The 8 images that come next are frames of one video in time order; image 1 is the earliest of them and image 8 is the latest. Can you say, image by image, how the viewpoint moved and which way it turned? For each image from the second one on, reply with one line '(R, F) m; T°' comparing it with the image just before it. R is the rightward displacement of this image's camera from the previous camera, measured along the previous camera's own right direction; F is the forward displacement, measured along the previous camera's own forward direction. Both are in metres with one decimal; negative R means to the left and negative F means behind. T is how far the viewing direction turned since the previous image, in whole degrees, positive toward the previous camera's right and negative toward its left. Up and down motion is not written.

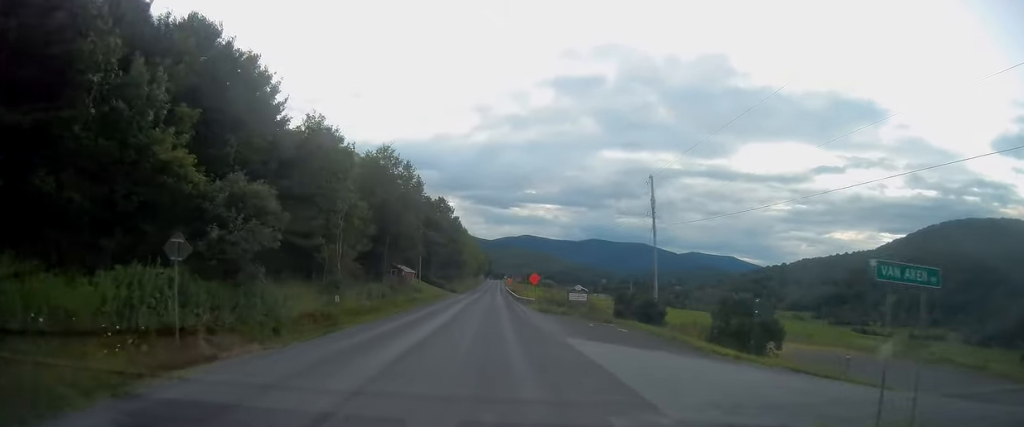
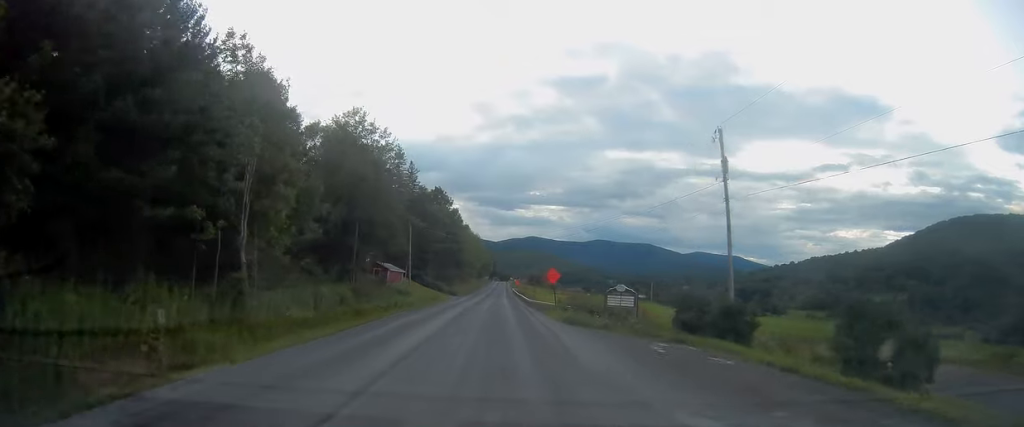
(-0.4, +15.8) m; -1°
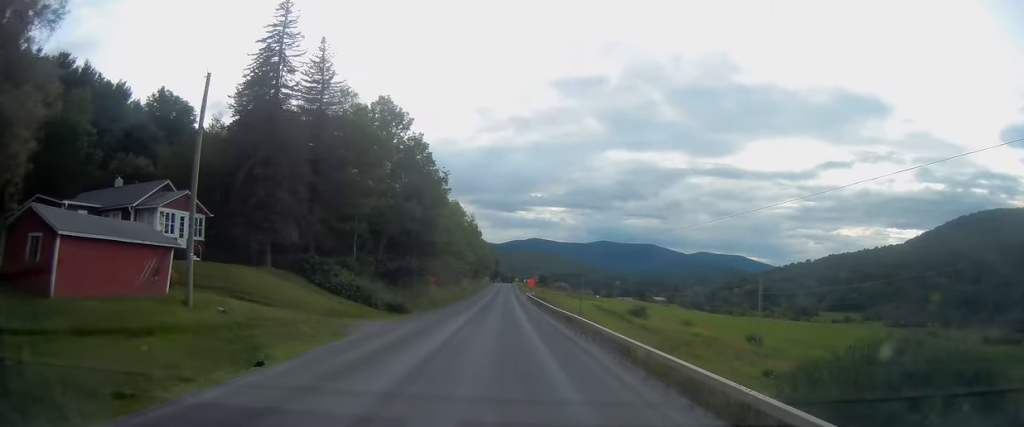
(+0.7, +57.2) m; +1°
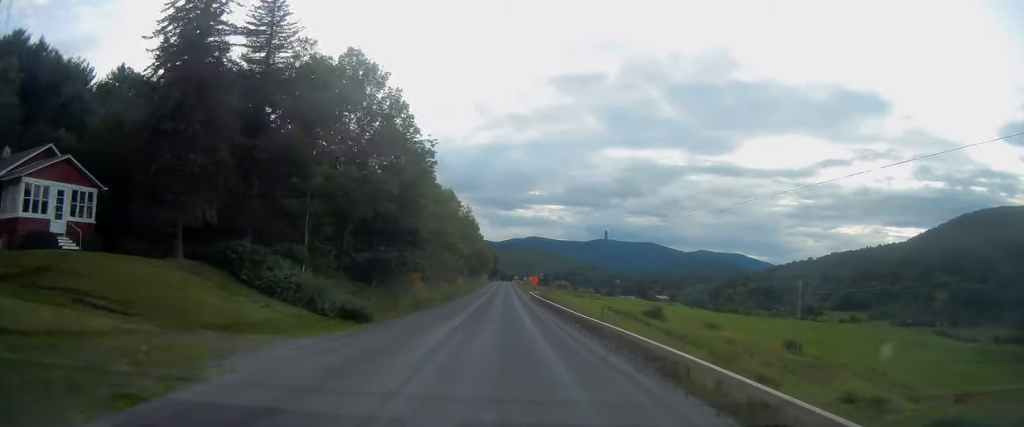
(0.0, +12.3) m; 0°
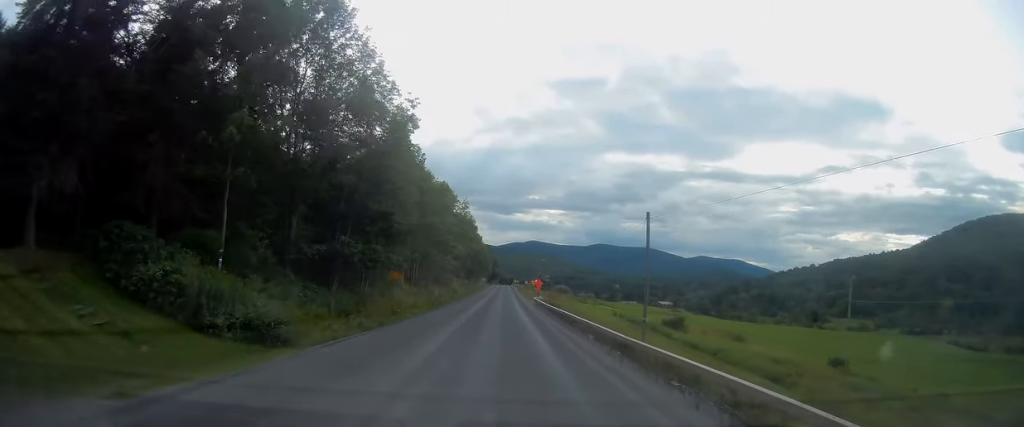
(+0.1, +11.5) m; +1°
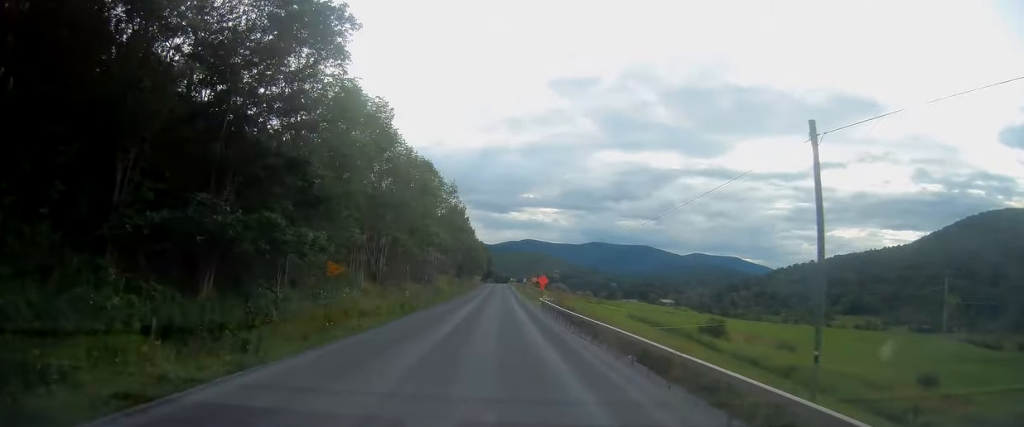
(0.0, +16.6) m; 0°
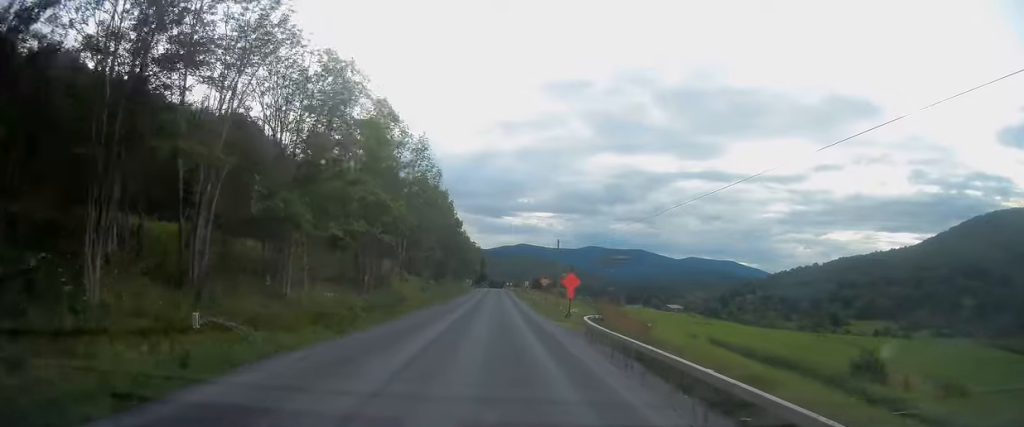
(+0.1, +30.7) m; 0°
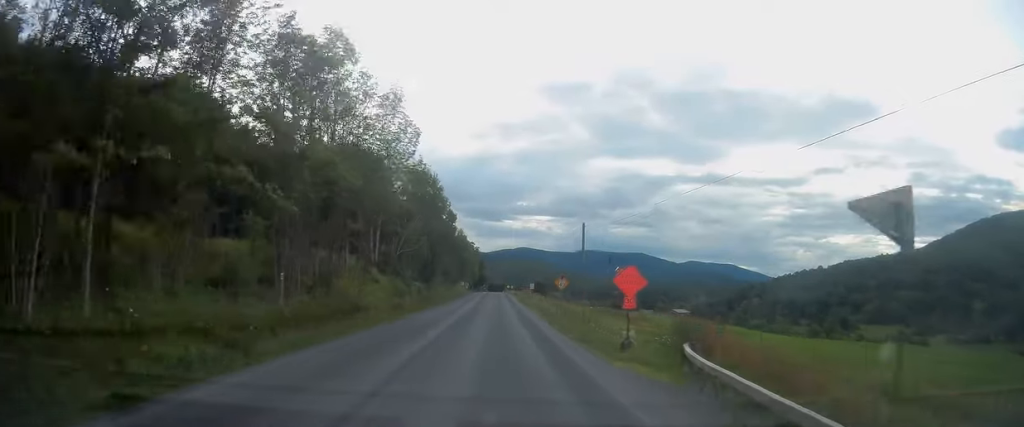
(0.0, +17.0) m; 0°
